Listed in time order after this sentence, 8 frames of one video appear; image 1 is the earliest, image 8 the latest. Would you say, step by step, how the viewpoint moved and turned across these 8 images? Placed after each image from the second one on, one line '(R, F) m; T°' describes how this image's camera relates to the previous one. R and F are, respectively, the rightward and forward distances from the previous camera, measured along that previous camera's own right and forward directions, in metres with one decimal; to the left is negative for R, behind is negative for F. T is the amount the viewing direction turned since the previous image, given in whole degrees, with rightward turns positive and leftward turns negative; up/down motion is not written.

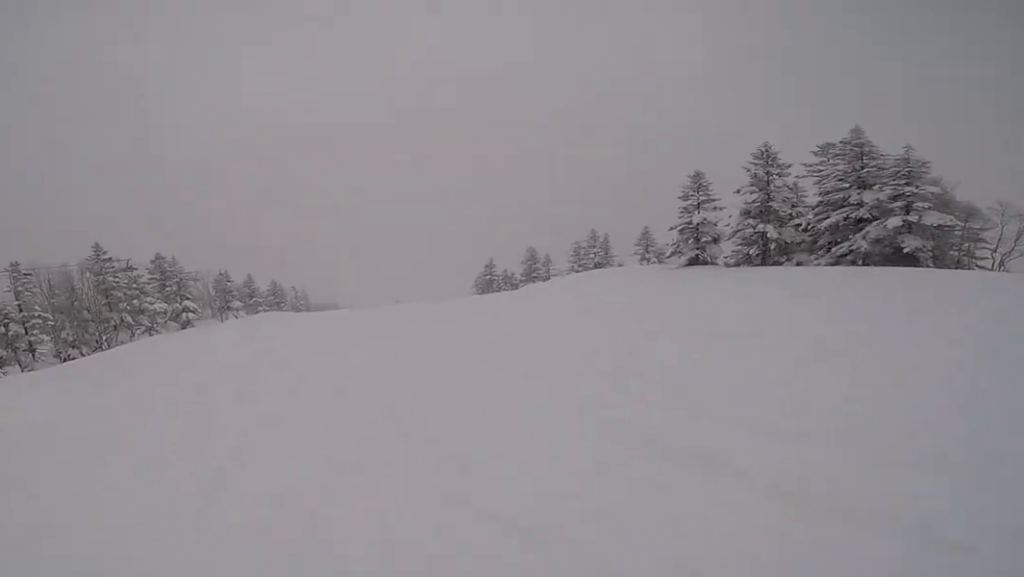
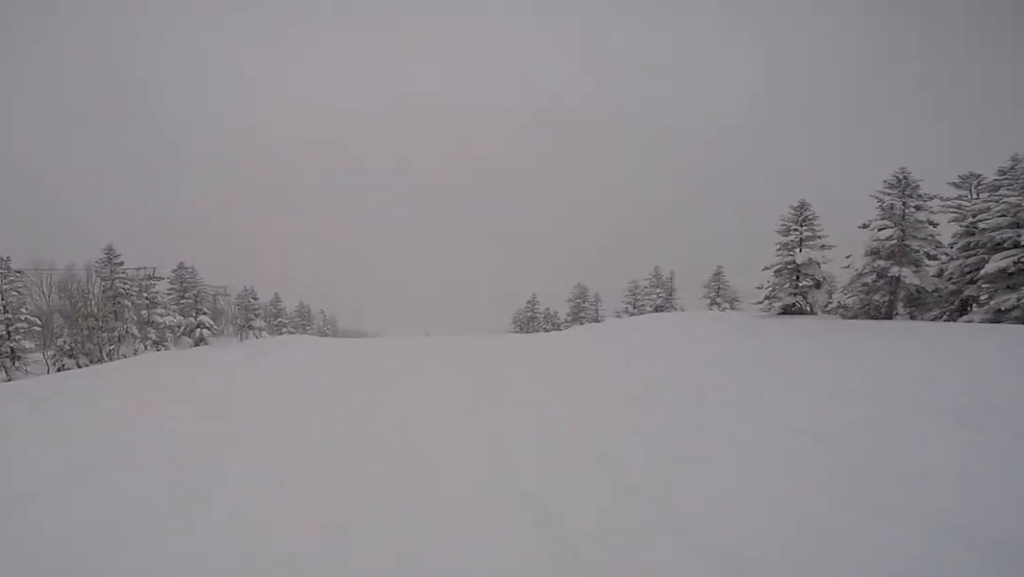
(-0.1, +5.0) m; -1°
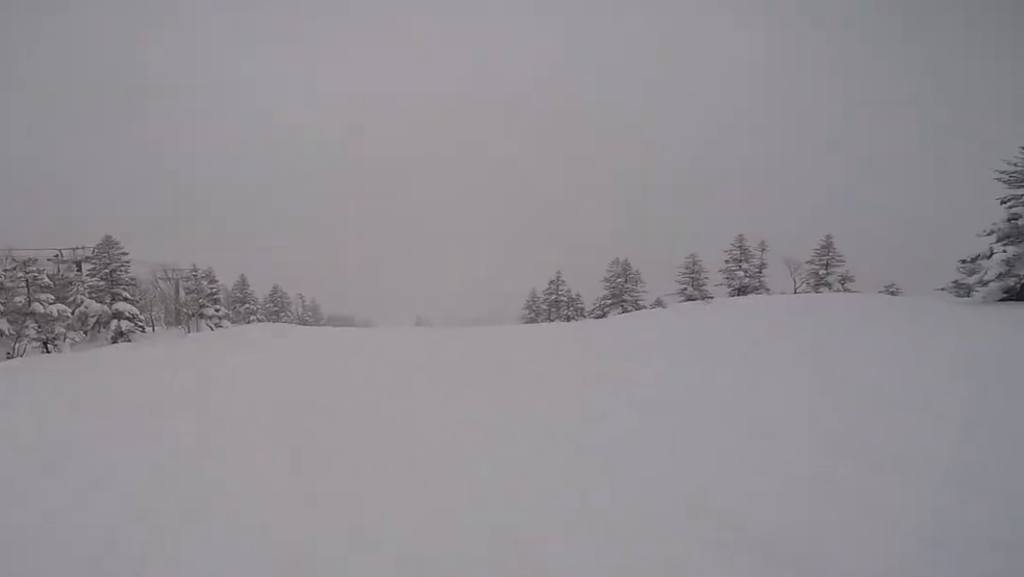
(-0.6, +12.3) m; -3°
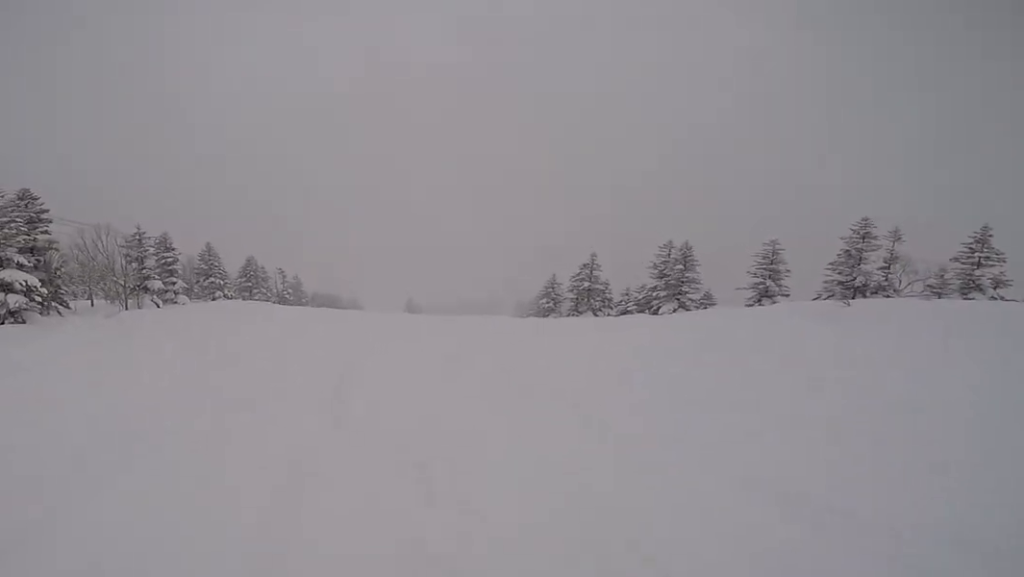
(-0.2, +9.4) m; -3°
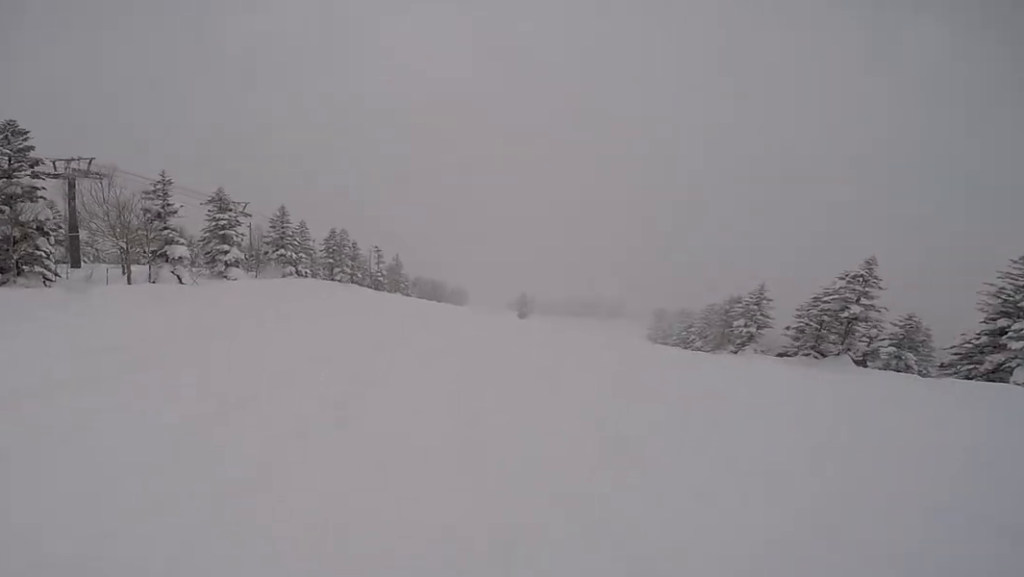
(+0.2, +13.4) m; +5°
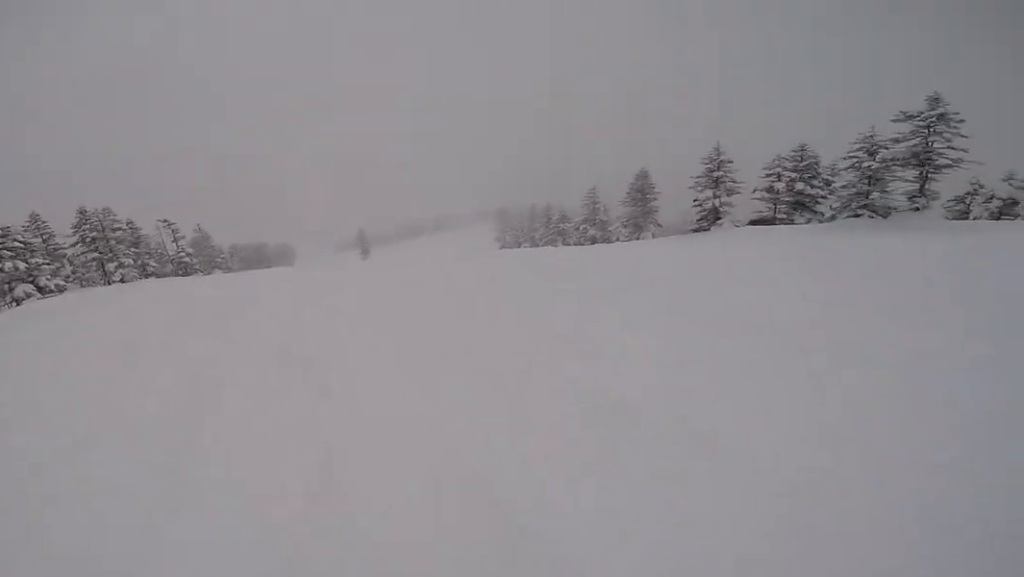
(-1.7, +12.3) m; -5°
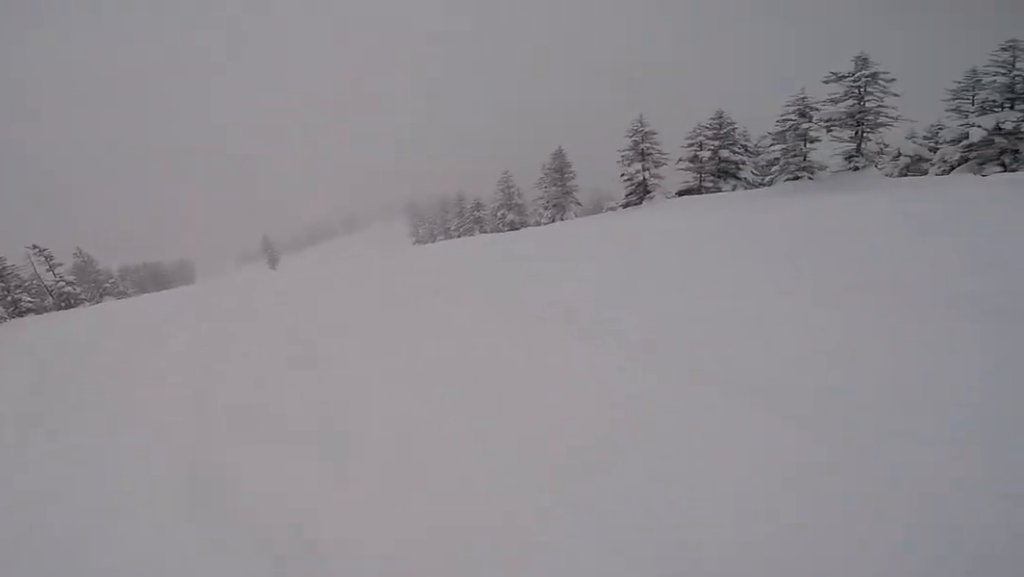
(+0.3, +2.8) m; +5°
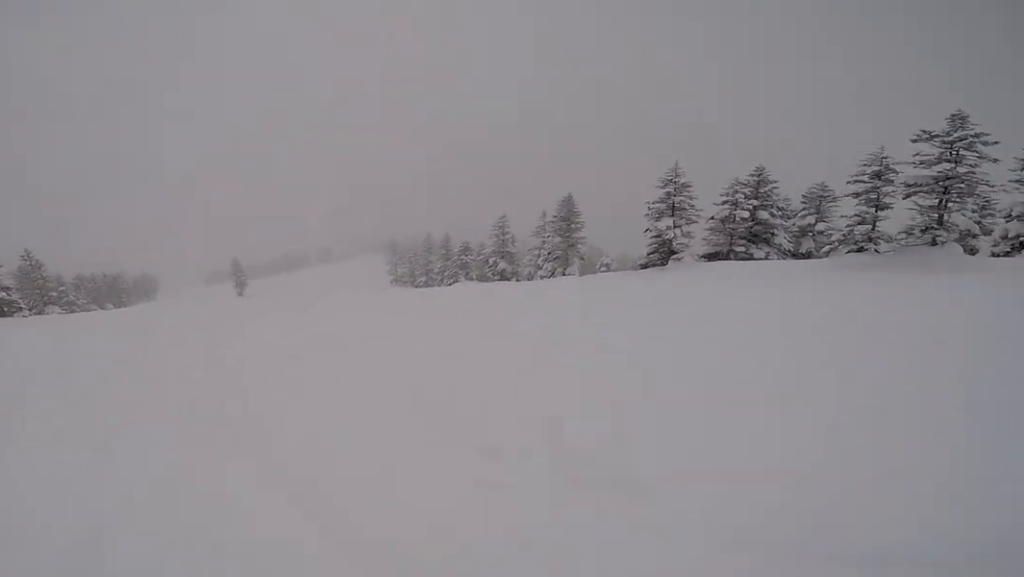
(+1.4, +4.2) m; +10°
